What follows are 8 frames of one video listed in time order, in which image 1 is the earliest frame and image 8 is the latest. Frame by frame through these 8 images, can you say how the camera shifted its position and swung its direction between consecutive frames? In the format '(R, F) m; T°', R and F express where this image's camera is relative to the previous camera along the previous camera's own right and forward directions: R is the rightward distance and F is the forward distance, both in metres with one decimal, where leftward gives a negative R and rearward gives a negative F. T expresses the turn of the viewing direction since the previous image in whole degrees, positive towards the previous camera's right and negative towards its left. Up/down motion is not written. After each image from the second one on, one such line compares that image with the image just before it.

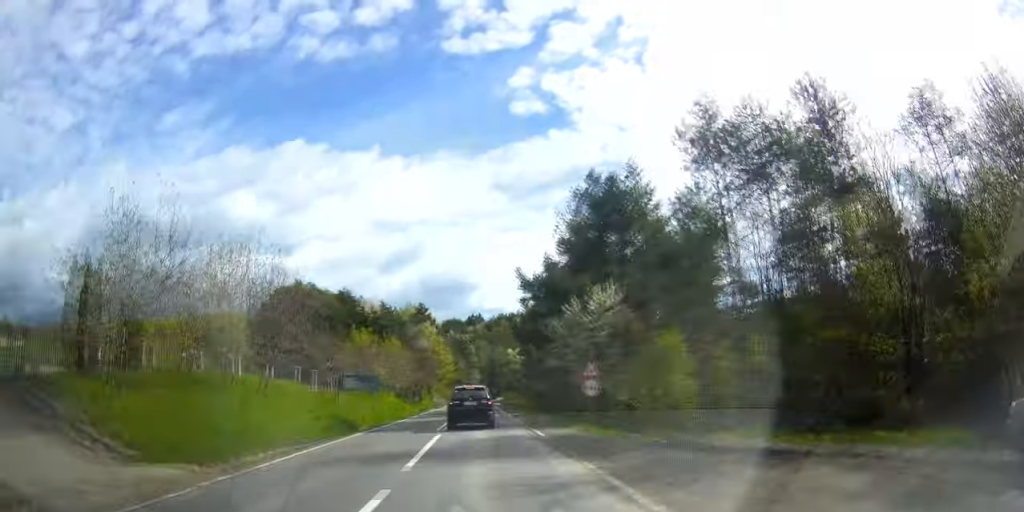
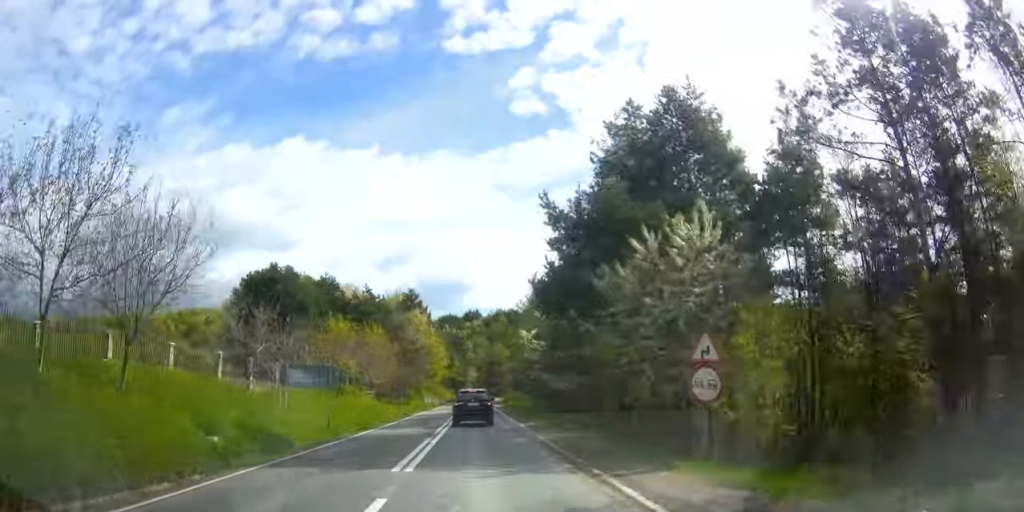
(+0.3, +12.4) m; +2°
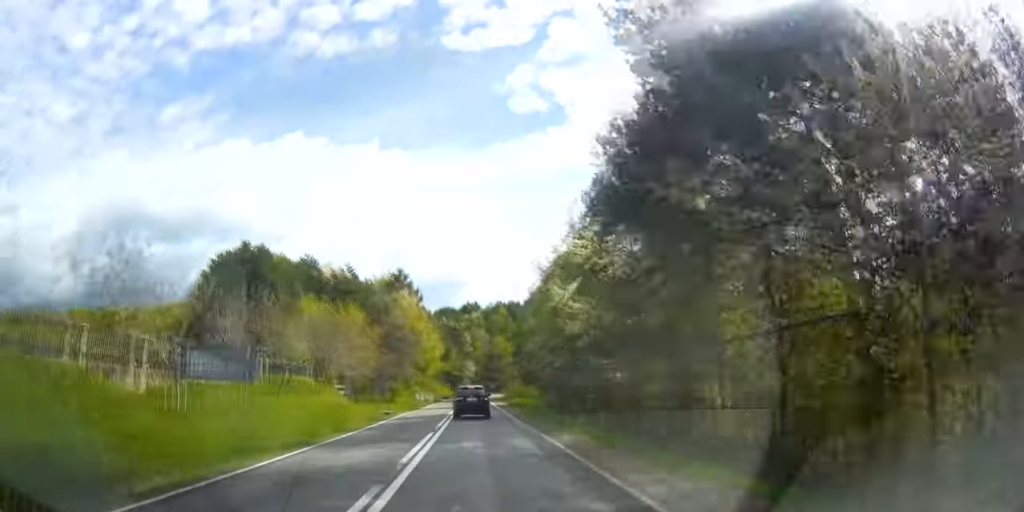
(-0.1, +11.2) m; +2°
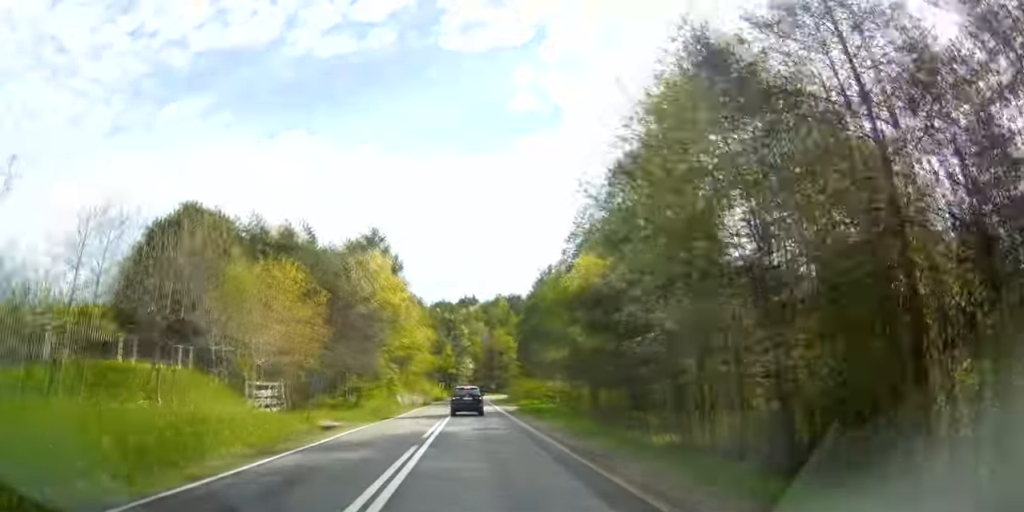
(+0.9, +12.3) m; +3°
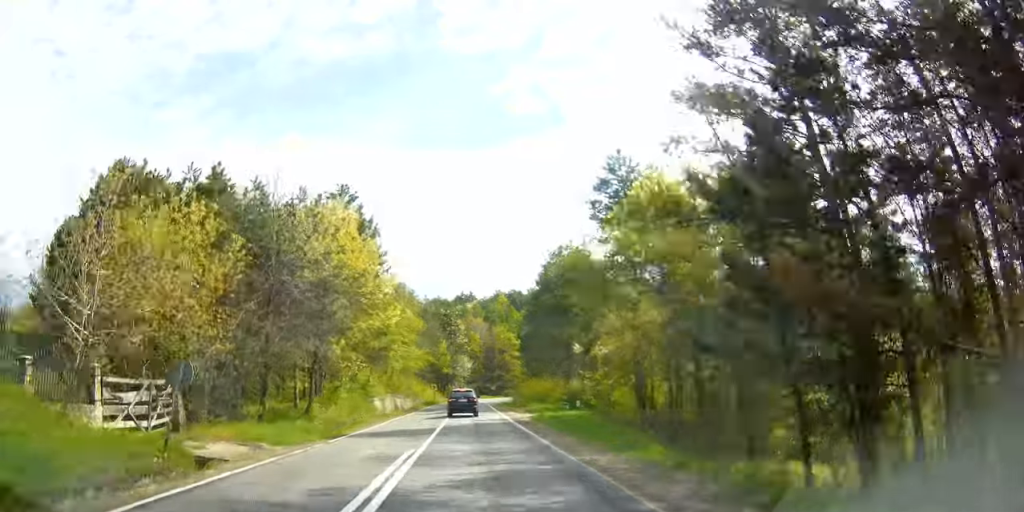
(+0.1, +5.3) m; +1°
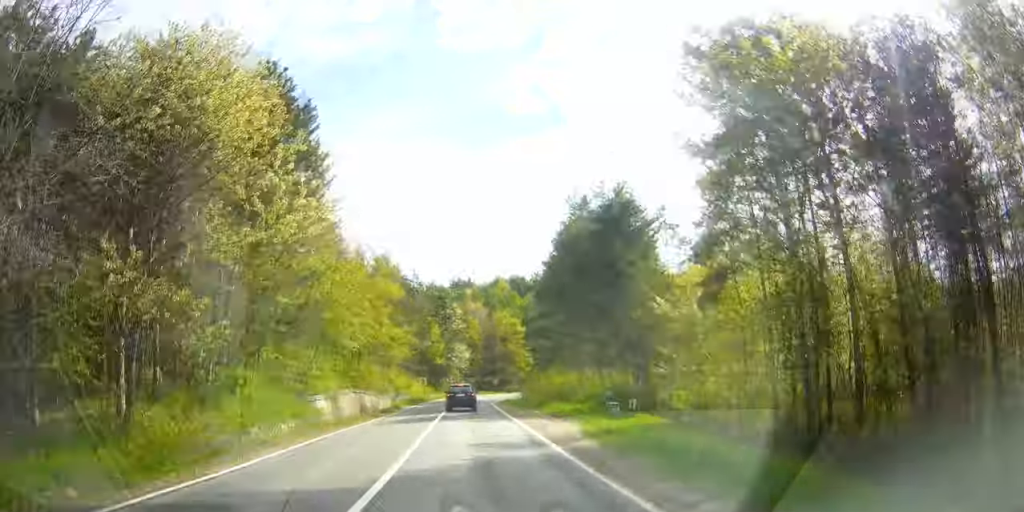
(0.0, +5.1) m; 0°
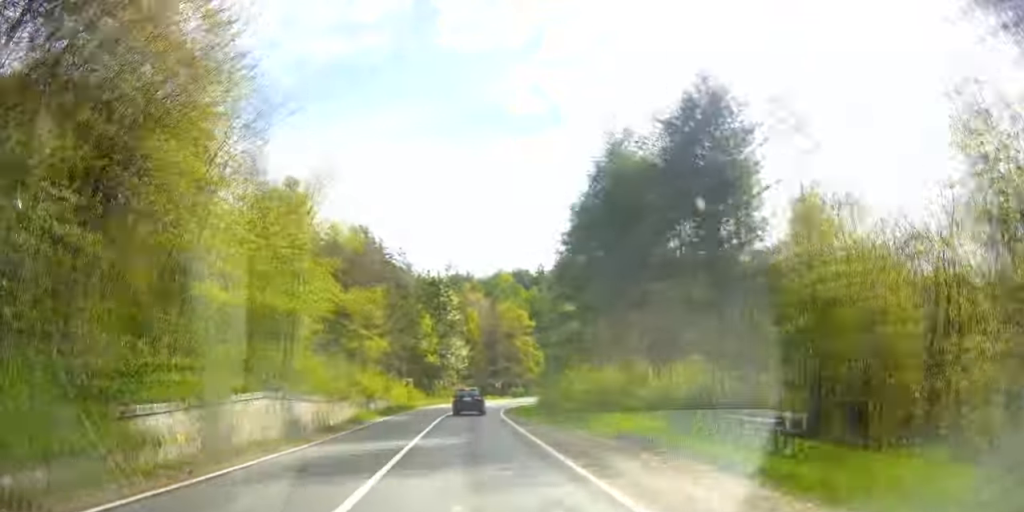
(0.0, +3.6) m; 0°
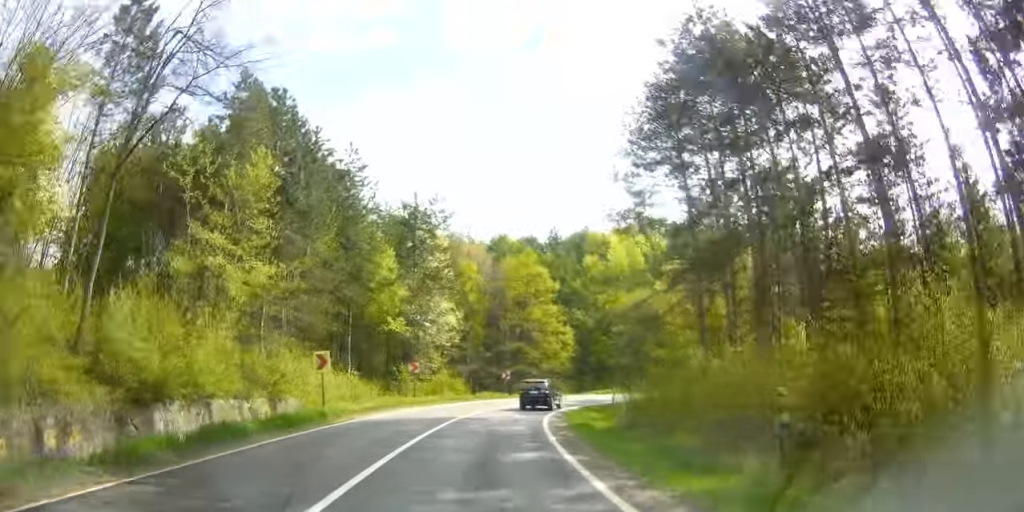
(0.0, +11.1) m; 0°
